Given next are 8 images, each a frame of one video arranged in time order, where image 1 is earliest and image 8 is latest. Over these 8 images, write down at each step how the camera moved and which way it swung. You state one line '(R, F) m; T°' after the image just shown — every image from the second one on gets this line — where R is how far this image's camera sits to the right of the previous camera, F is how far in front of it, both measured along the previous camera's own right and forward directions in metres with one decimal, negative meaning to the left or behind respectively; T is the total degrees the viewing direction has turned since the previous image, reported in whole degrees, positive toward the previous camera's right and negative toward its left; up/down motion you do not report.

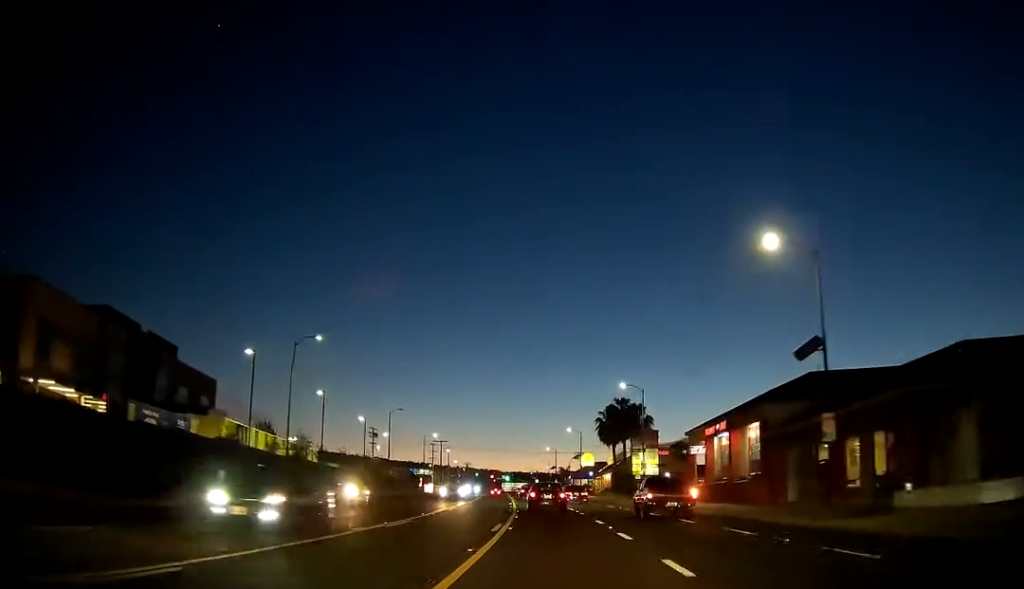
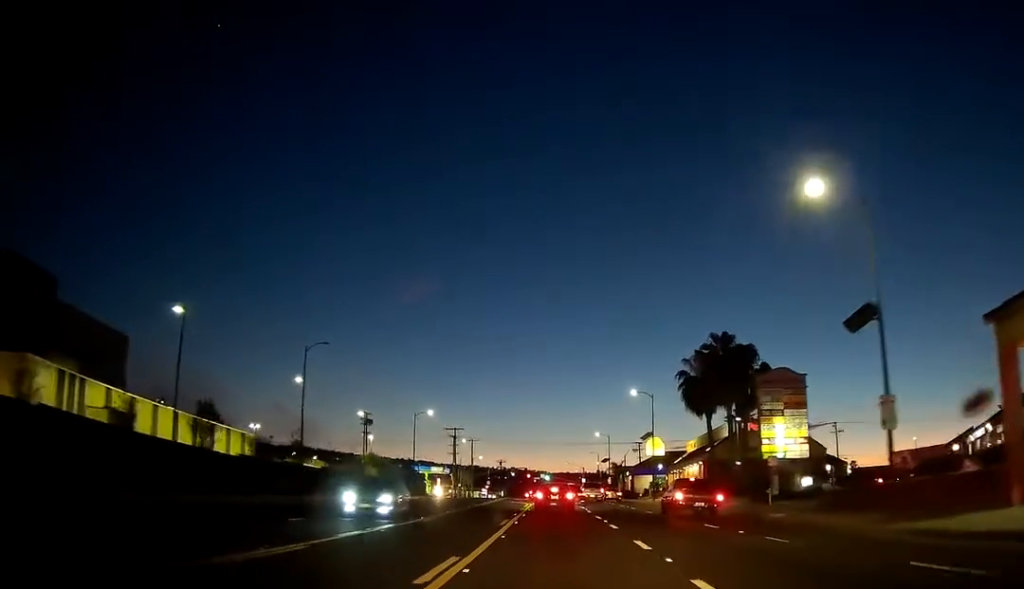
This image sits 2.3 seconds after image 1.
(-1.7, +41.2) m; -3°
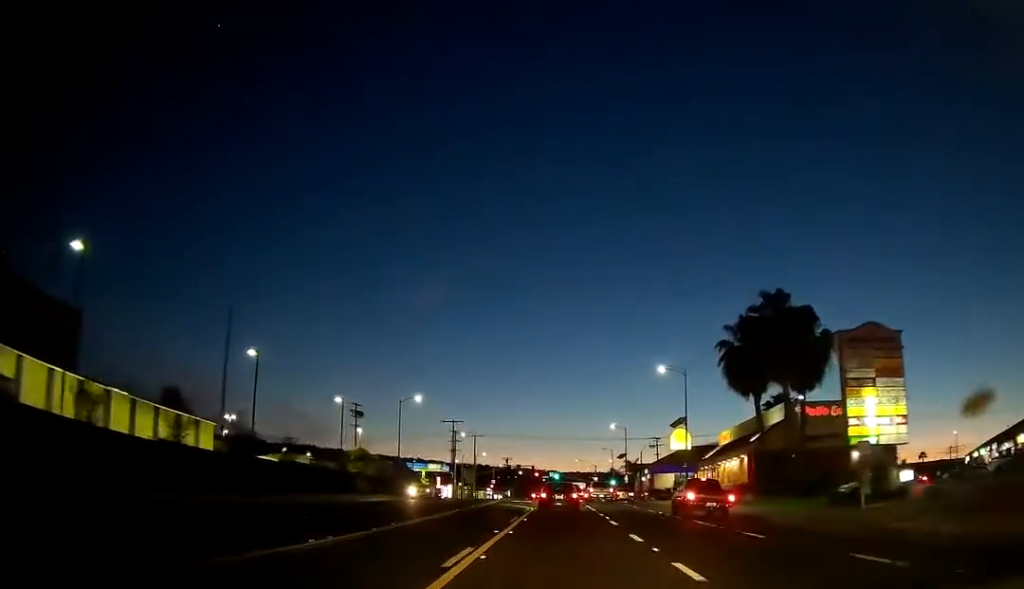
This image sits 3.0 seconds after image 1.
(+0.1, +12.5) m; -1°
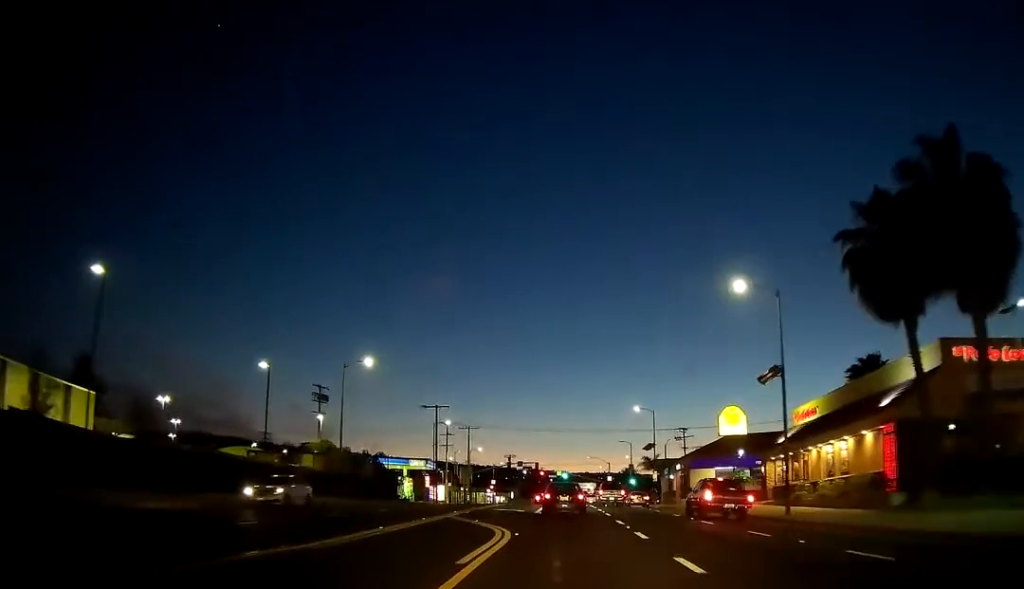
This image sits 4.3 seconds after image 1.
(-0.6, +22.2) m; -2°
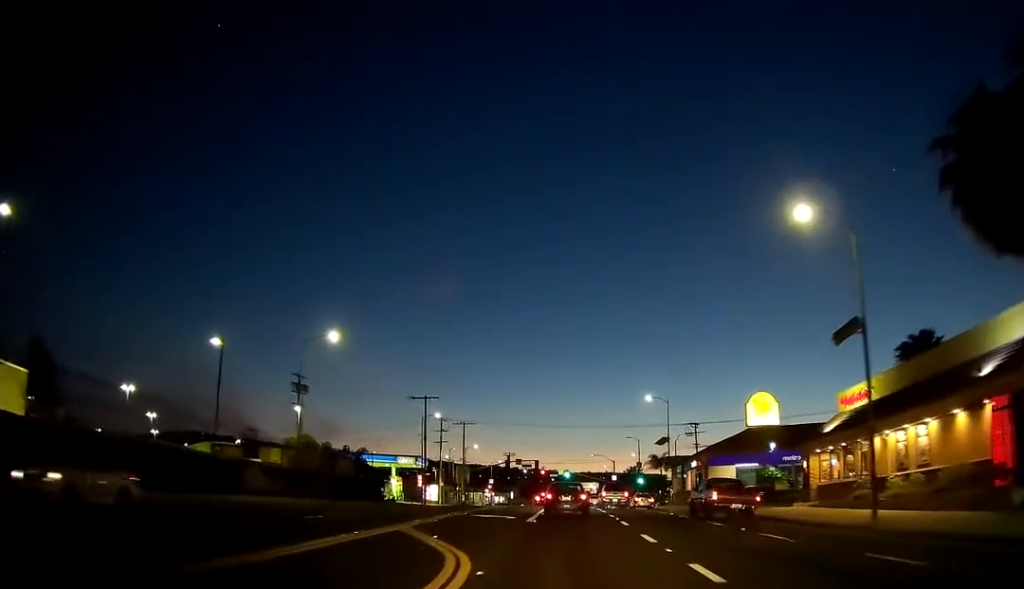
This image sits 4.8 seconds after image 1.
(0.0, +9.1) m; 0°
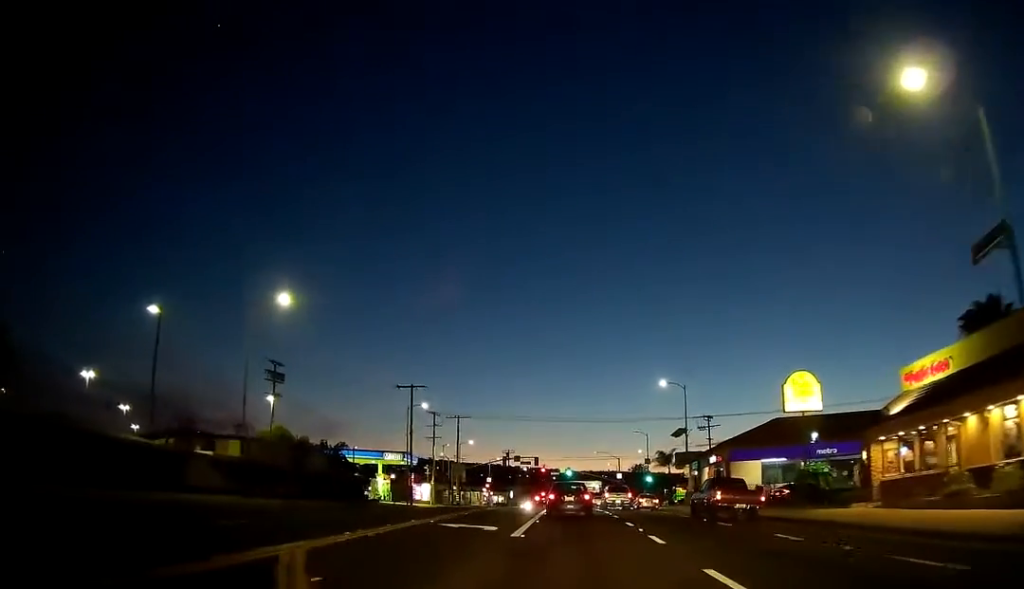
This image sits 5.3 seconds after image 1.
(0.0, +8.4) m; 0°
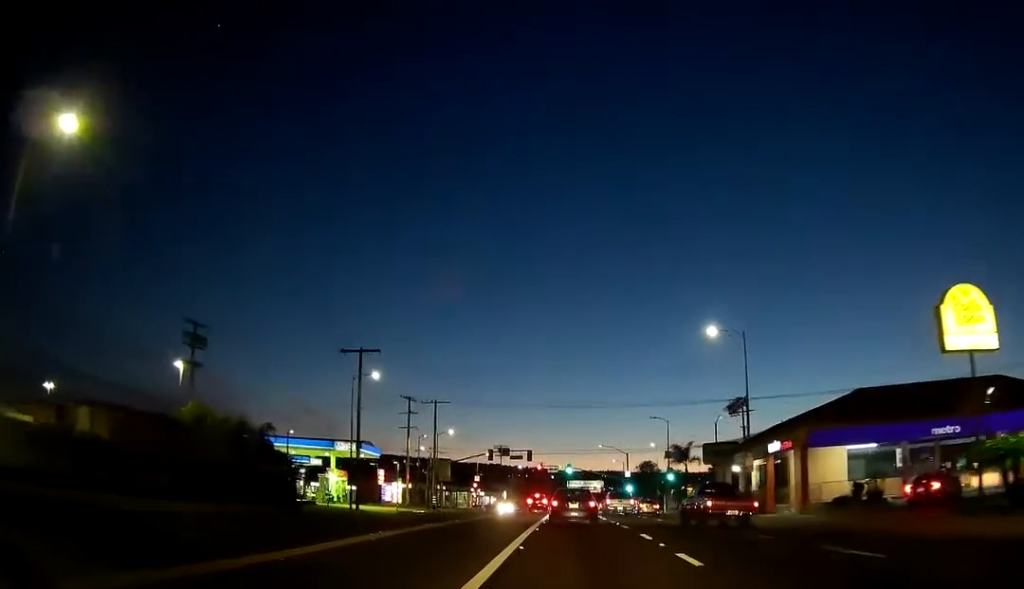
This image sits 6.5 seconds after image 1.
(+0.2, +19.7) m; 0°
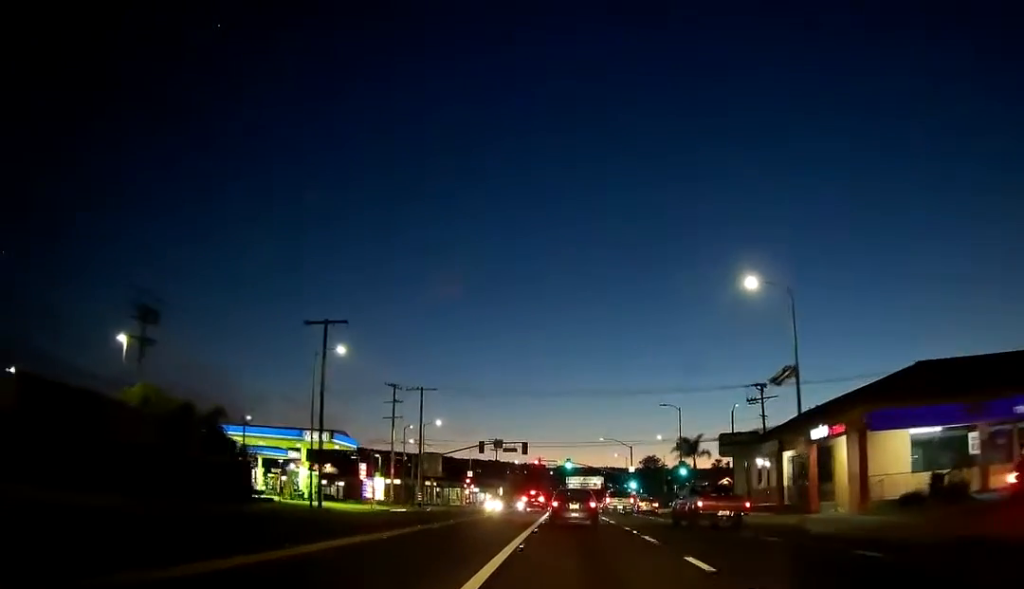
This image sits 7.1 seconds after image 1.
(+0.1, +9.1) m; -1°
